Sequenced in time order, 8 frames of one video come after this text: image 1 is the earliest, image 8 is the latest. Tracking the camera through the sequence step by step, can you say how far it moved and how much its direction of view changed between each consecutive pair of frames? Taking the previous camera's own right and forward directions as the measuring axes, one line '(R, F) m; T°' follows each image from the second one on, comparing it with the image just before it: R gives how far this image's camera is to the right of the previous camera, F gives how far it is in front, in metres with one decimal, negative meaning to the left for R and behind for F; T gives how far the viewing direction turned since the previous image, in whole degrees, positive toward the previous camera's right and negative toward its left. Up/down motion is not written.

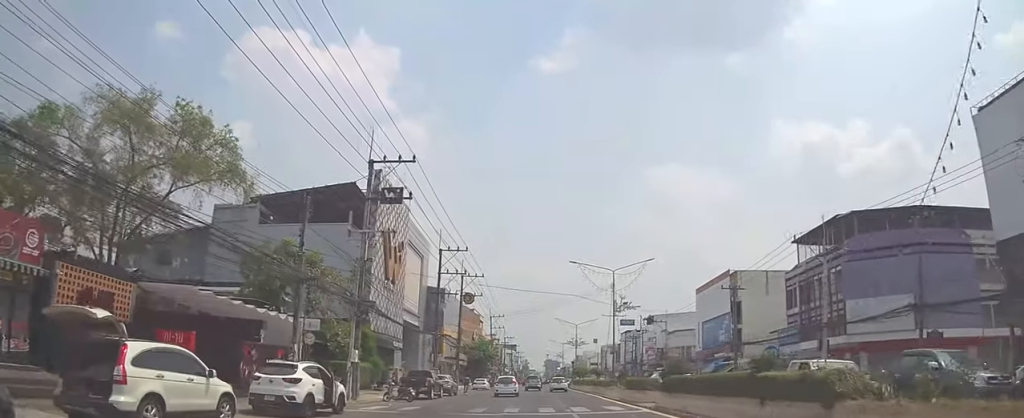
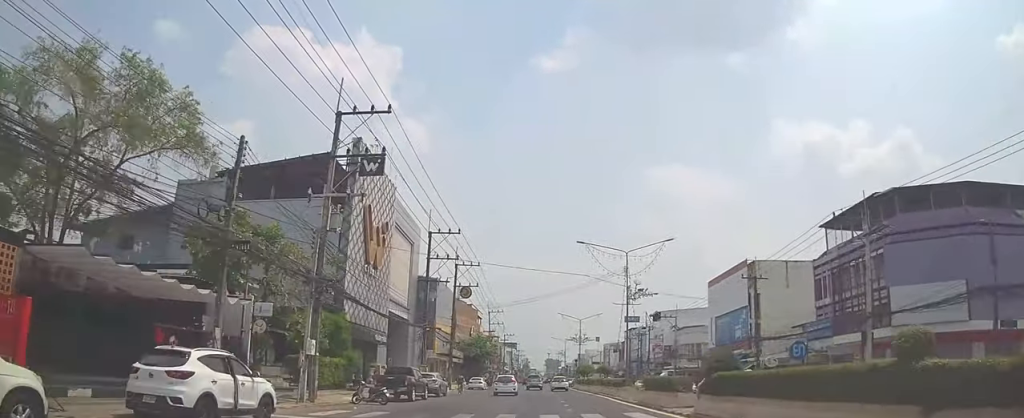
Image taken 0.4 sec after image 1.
(0.0, +5.3) m; 0°
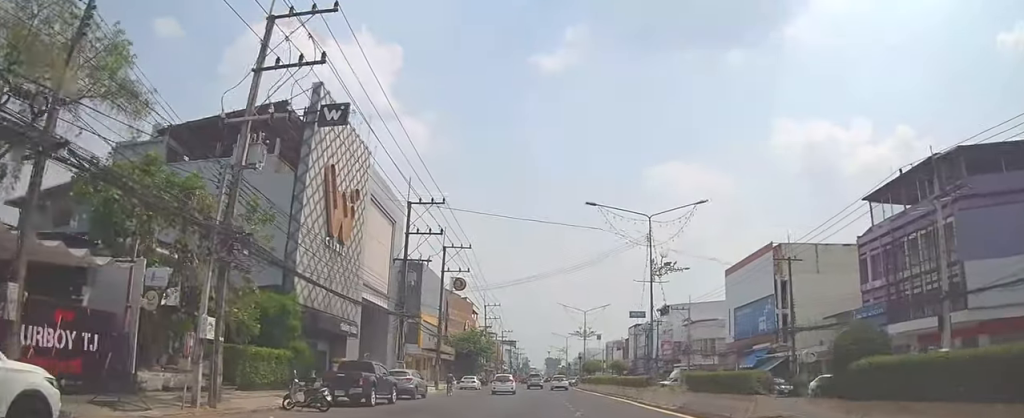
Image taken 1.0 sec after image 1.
(0.0, +7.2) m; -2°
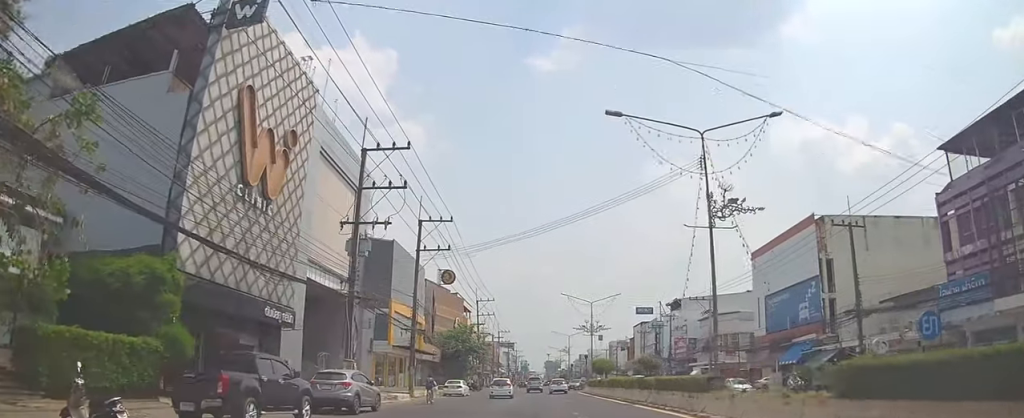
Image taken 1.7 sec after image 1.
(-0.2, +9.6) m; -1°
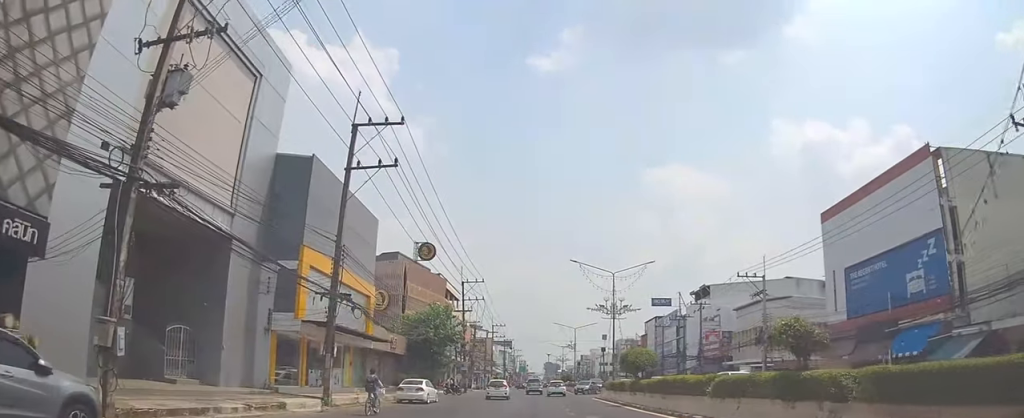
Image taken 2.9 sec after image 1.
(-0.1, +15.8) m; +2°
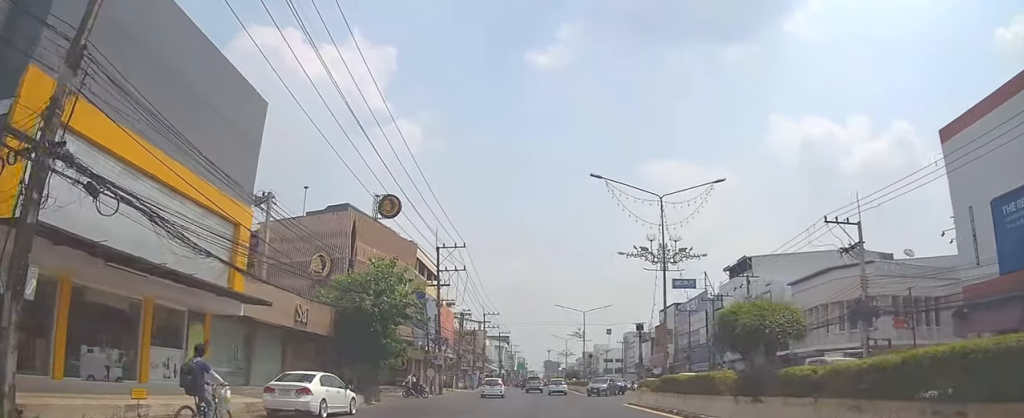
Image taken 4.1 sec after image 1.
(+0.6, +16.1) m; 0°
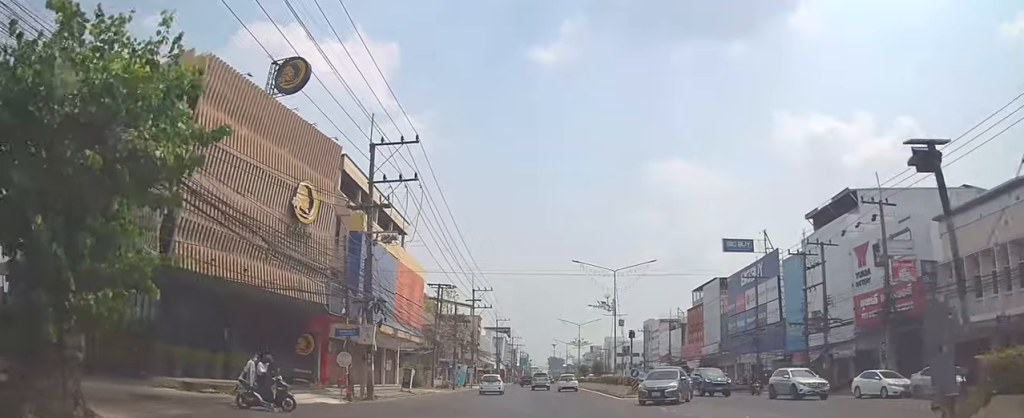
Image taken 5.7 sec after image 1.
(-0.6, +22.4) m; -1°
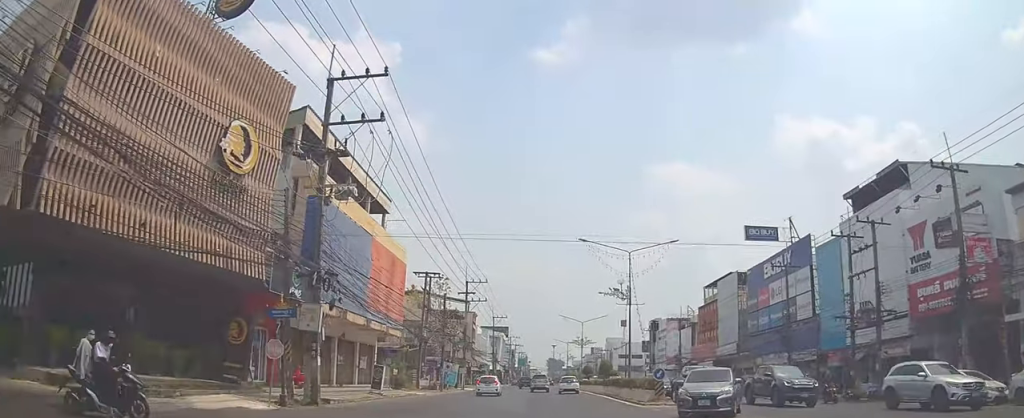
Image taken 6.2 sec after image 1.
(+0.4, +7.1) m; 0°
